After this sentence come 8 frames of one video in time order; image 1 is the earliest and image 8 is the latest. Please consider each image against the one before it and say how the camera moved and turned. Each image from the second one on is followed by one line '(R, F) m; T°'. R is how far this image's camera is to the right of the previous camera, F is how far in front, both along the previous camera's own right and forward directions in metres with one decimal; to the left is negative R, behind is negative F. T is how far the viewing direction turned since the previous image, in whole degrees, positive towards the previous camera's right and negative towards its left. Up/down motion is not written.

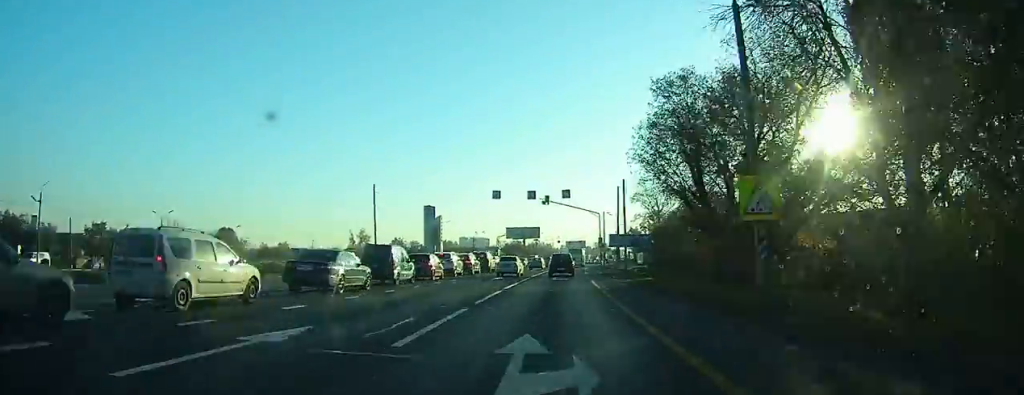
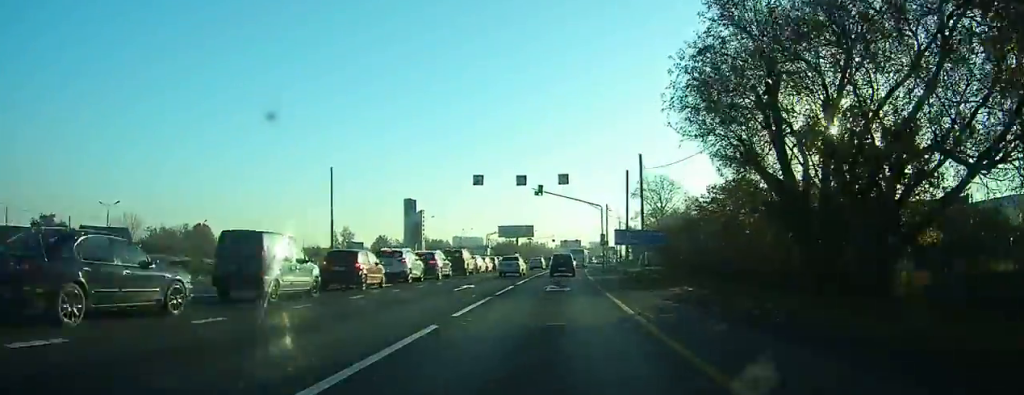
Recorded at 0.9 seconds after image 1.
(+0.2, +11.7) m; +1°
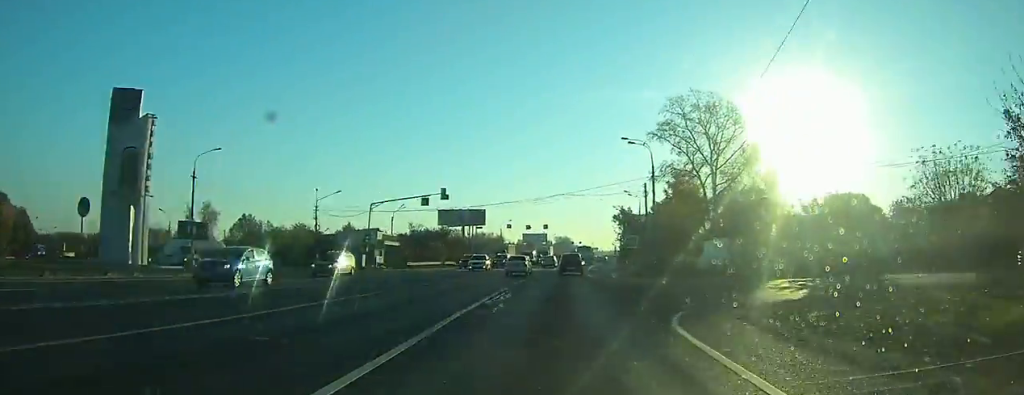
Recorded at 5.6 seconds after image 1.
(+2.8, +65.2) m; +5°
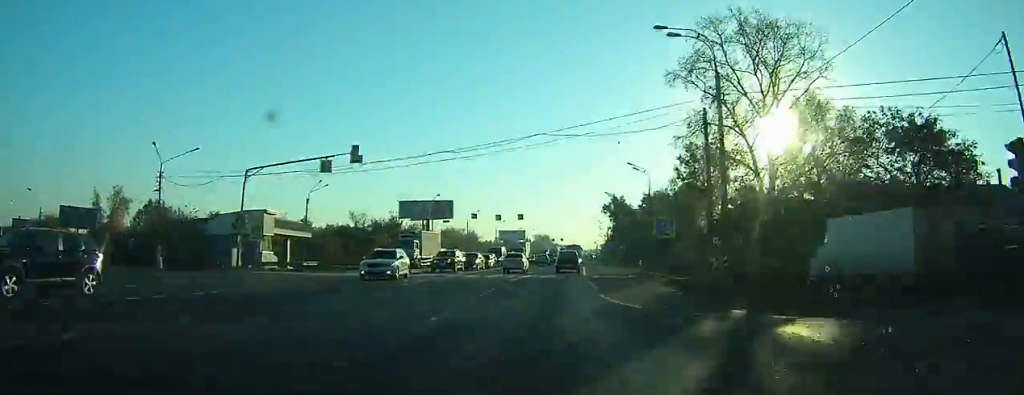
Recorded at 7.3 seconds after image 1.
(+0.2, +26.0) m; +1°
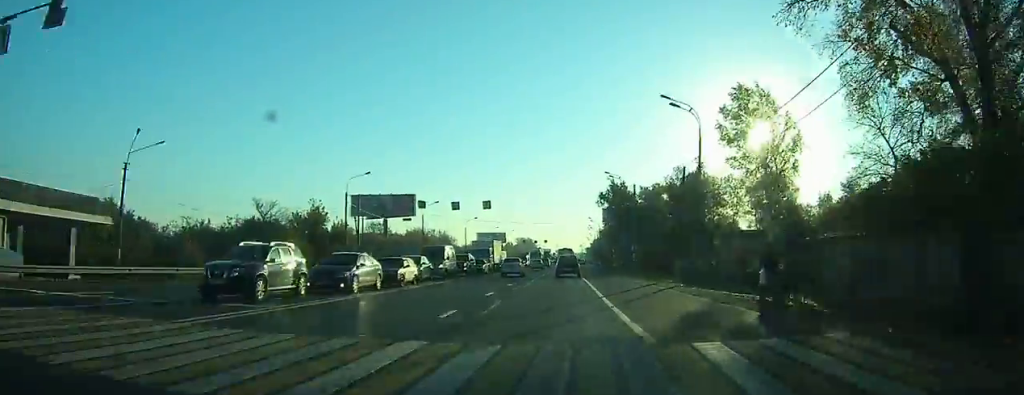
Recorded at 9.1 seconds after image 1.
(+0.4, +28.7) m; +2°
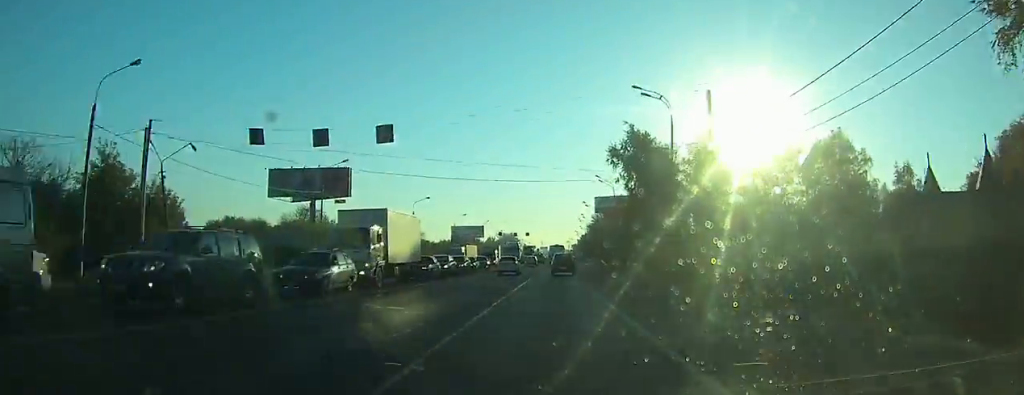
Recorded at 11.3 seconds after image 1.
(+0.6, +35.7) m; +2°
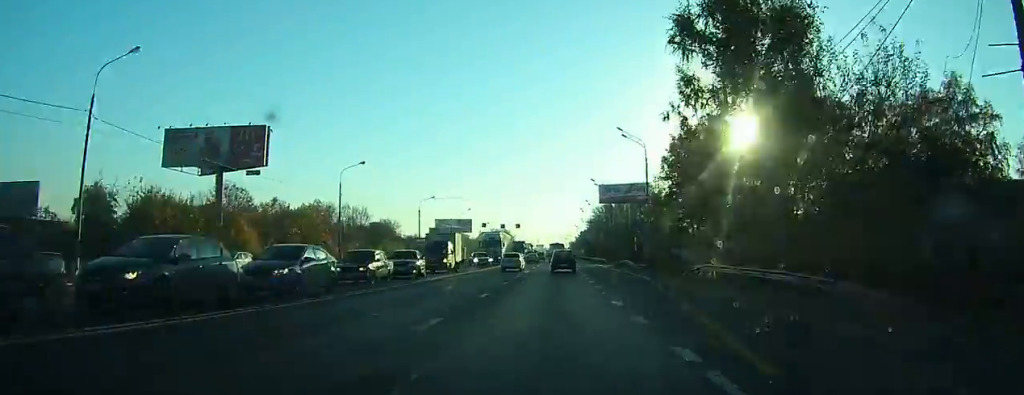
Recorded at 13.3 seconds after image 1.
(+0.2, +29.6) m; 0°
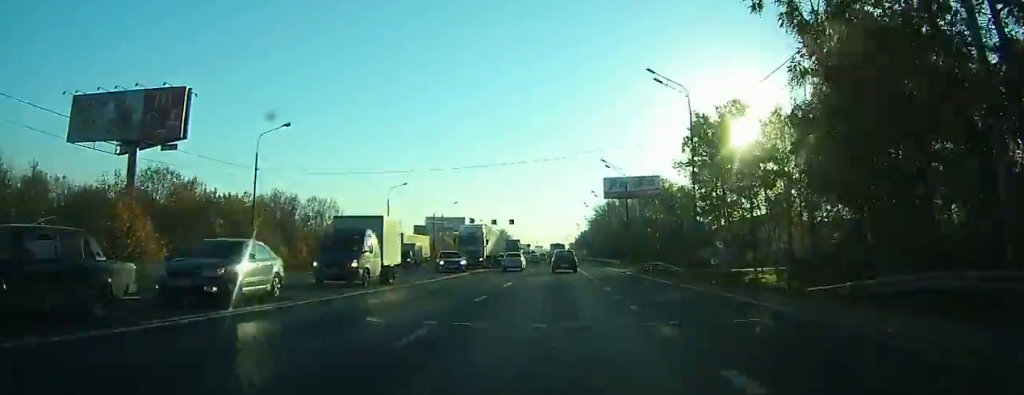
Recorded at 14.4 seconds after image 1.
(0.0, +17.2) m; 0°
